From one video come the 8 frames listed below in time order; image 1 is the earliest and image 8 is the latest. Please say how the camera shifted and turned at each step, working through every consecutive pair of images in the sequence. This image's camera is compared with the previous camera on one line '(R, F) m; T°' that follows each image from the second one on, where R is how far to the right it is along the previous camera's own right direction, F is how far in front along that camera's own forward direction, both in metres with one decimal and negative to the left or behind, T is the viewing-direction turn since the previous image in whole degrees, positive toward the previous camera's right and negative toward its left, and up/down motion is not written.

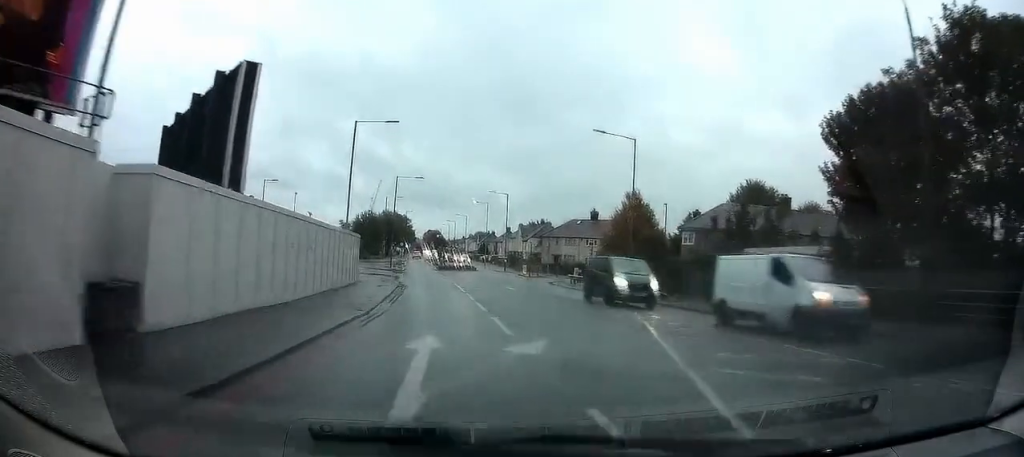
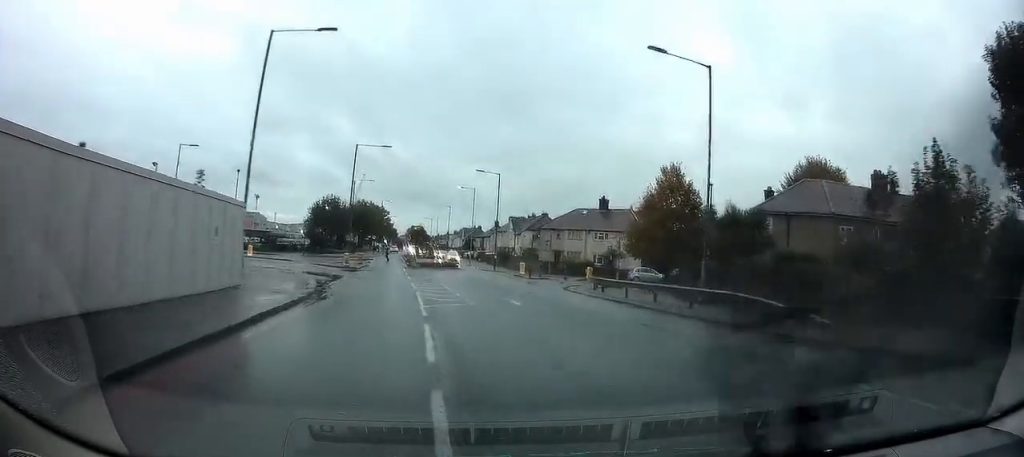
(0.0, +15.5) m; +1°
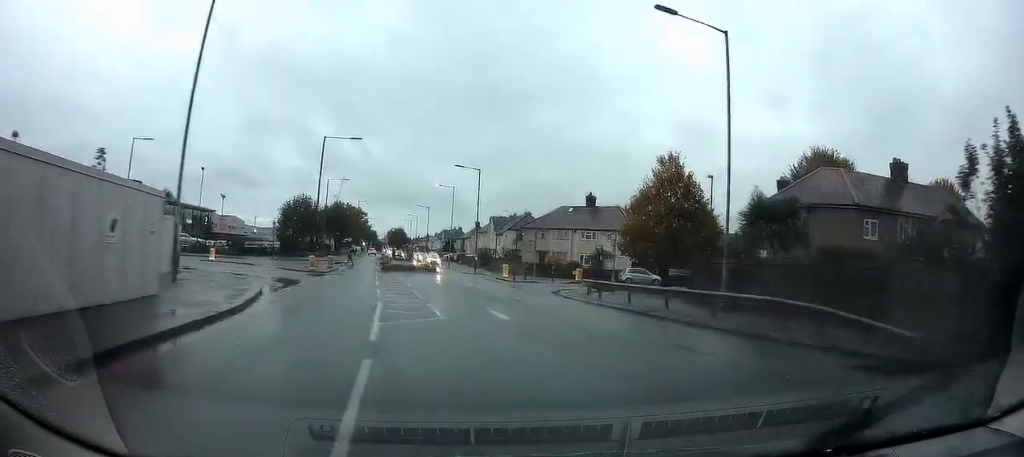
(0.0, +4.3) m; +1°
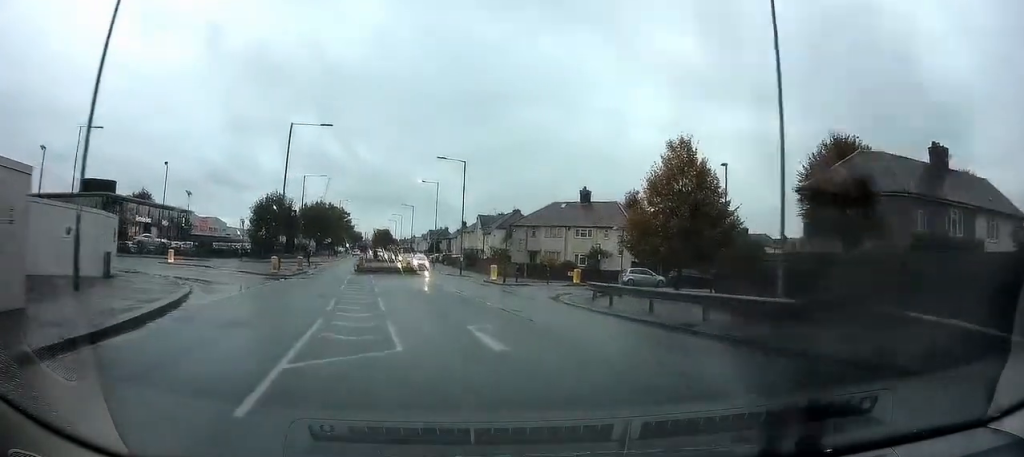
(+0.1, +5.1) m; 0°
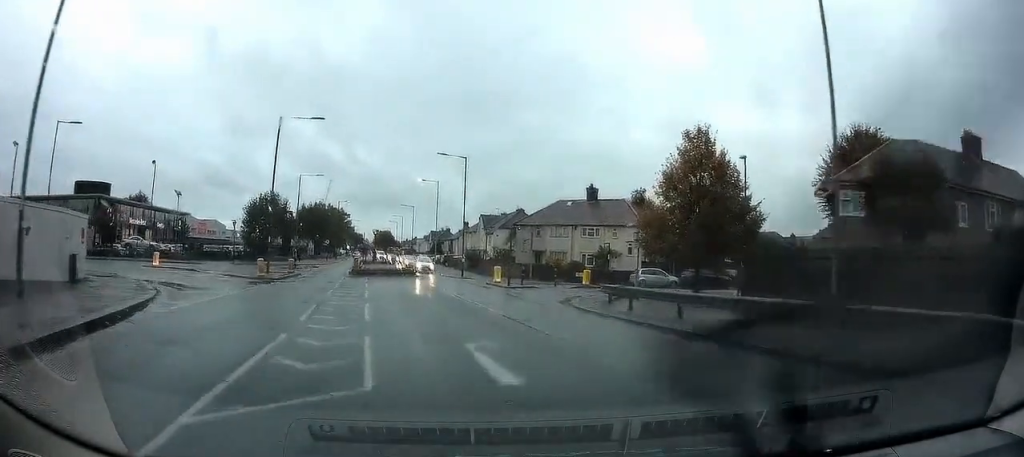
(0.0, +2.8) m; -1°
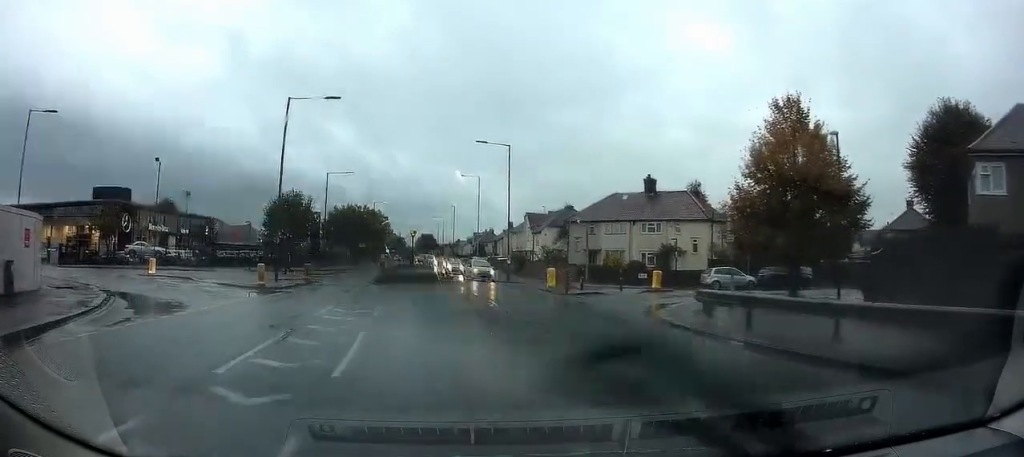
(-0.2, +6.0) m; -5°
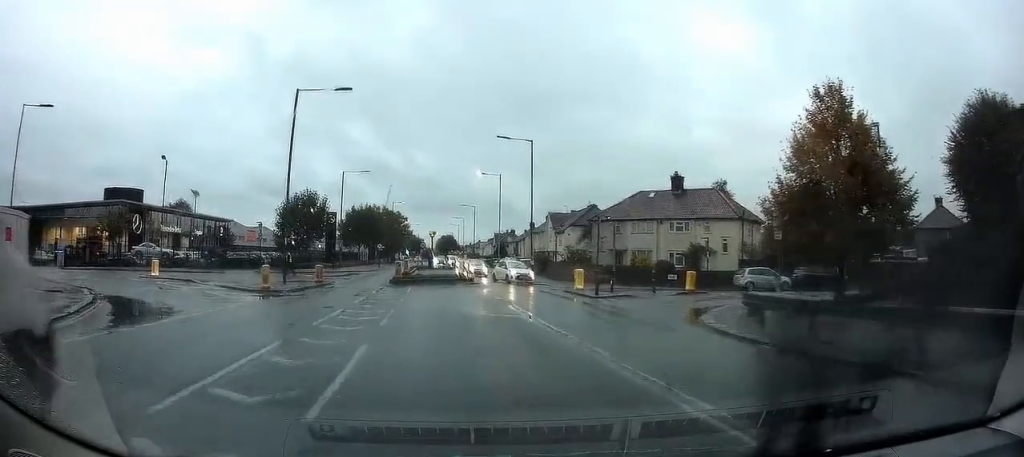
(0.0, +2.0) m; -2°
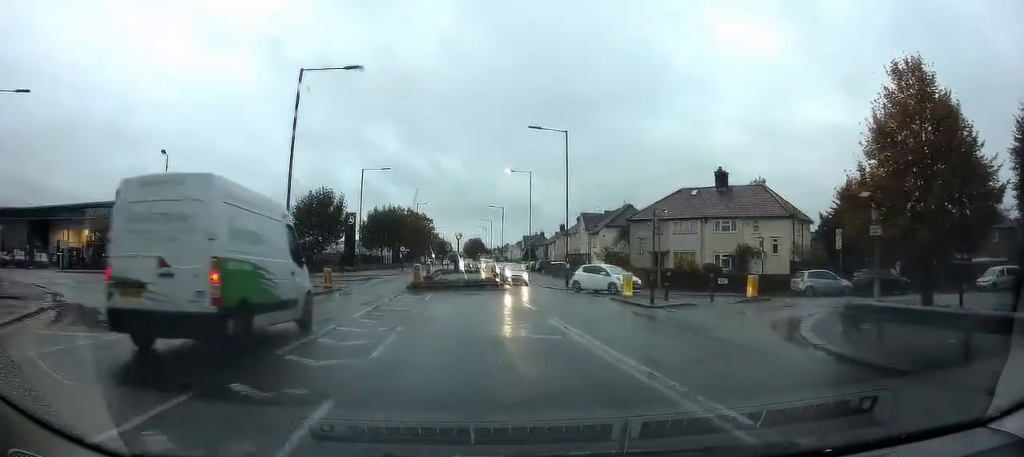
(-0.2, +3.6) m; -3°
